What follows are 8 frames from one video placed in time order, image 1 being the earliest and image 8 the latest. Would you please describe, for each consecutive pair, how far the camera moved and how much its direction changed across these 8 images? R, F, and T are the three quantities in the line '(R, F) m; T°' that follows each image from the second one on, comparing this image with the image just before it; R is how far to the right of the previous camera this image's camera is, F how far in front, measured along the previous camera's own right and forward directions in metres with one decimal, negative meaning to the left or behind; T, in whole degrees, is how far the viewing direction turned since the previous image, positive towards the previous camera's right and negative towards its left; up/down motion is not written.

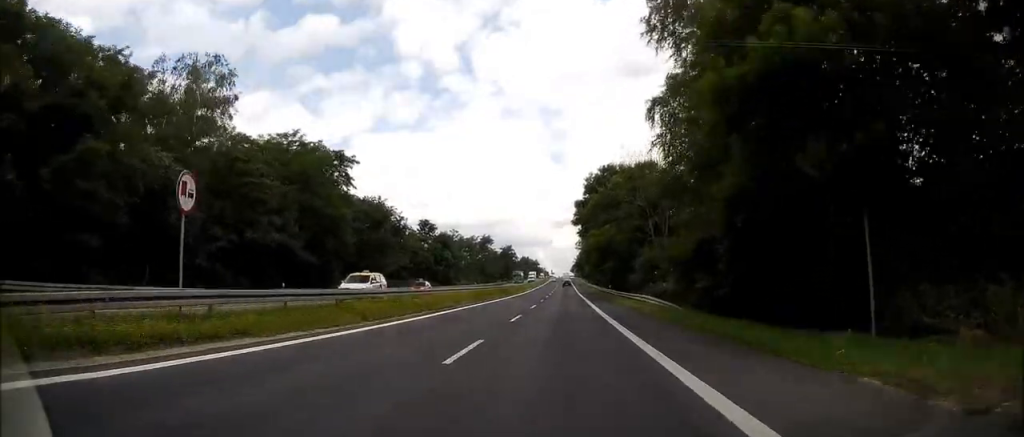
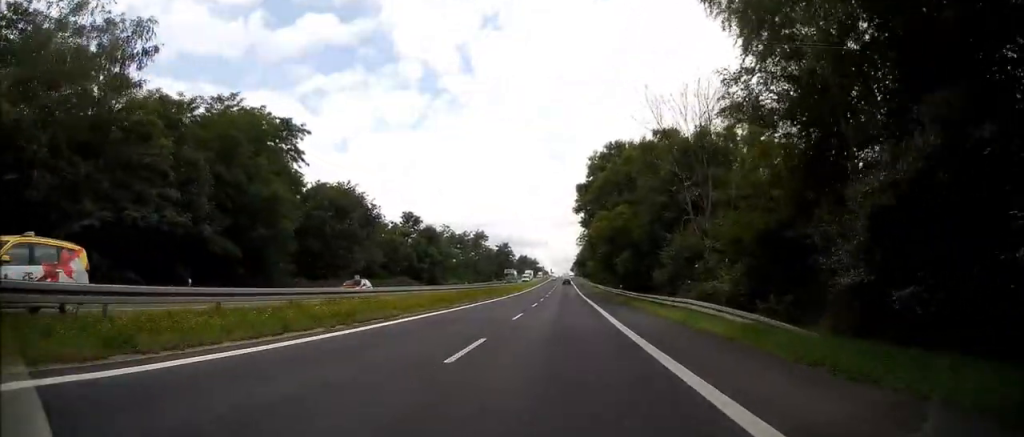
(0.0, +11.7) m; 0°
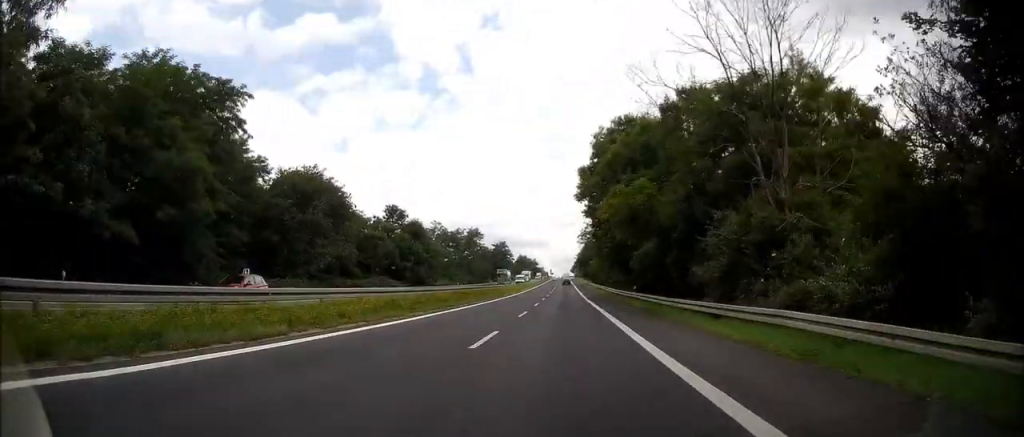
(0.0, +9.8) m; 0°
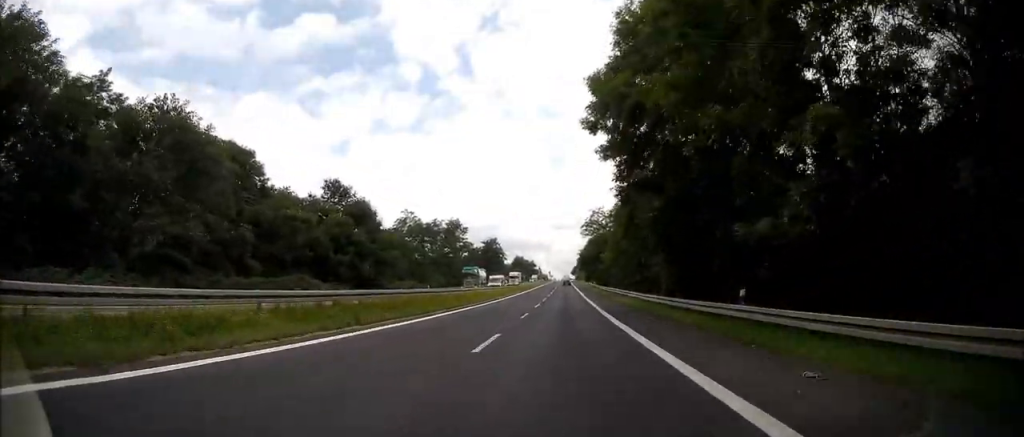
(-0.2, +24.4) m; 0°
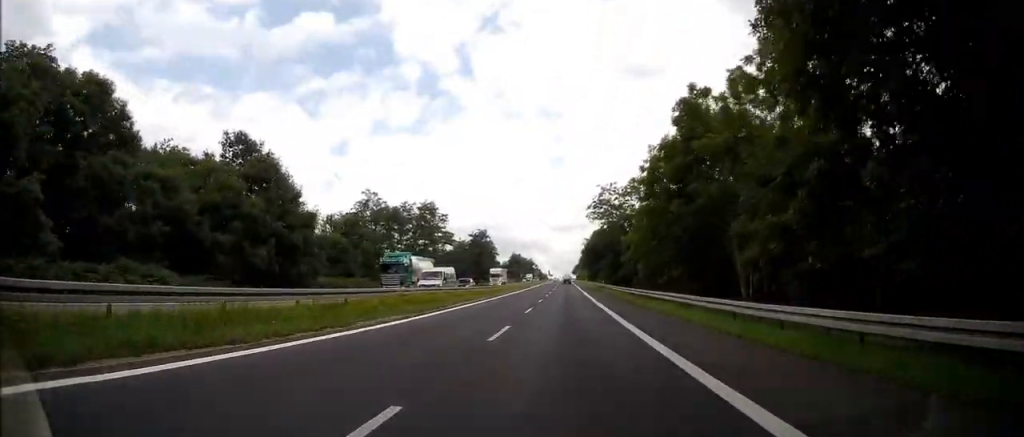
(+0.2, +22.3) m; 0°
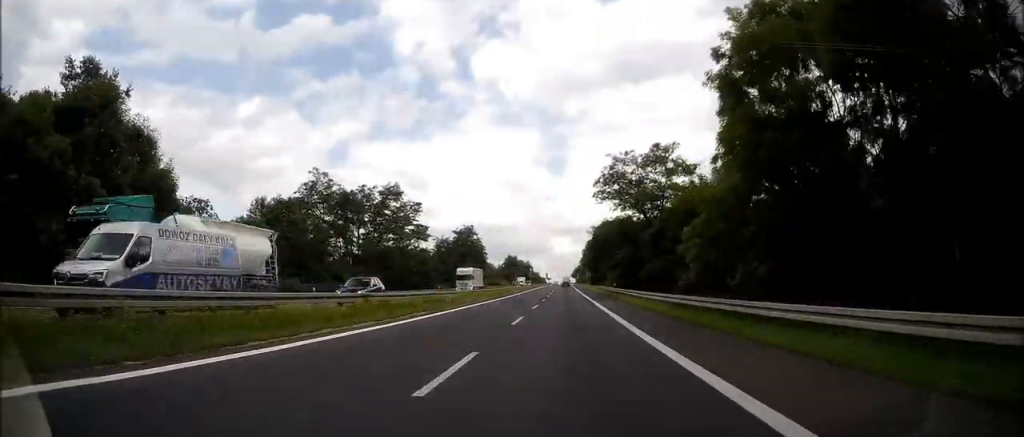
(-0.1, +19.0) m; 0°
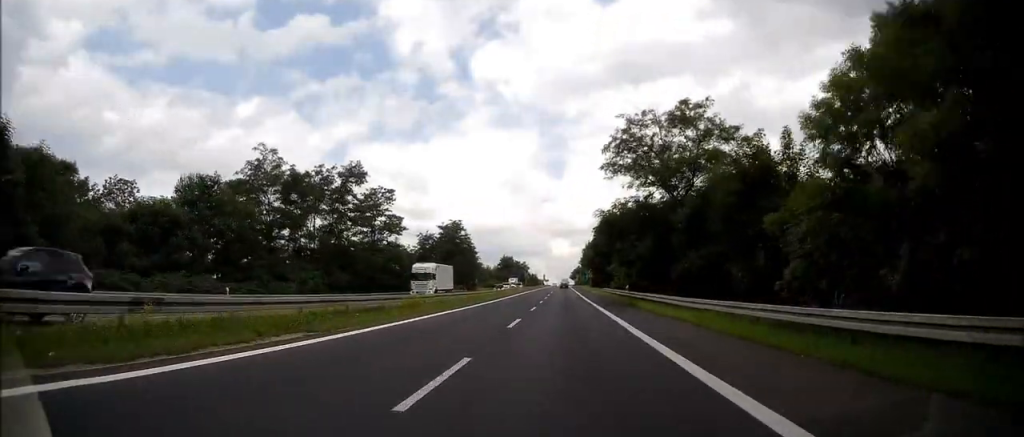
(0.0, +13.0) m; 0°
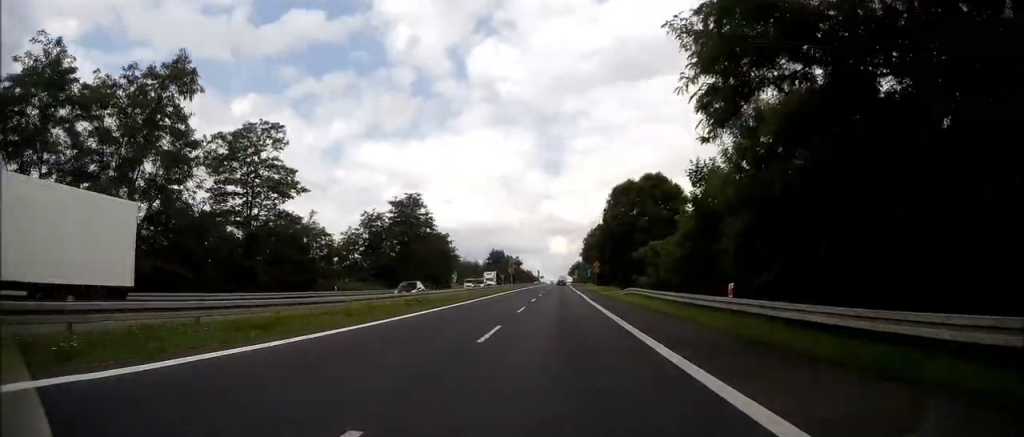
(+0.2, +29.1) m; +1°
